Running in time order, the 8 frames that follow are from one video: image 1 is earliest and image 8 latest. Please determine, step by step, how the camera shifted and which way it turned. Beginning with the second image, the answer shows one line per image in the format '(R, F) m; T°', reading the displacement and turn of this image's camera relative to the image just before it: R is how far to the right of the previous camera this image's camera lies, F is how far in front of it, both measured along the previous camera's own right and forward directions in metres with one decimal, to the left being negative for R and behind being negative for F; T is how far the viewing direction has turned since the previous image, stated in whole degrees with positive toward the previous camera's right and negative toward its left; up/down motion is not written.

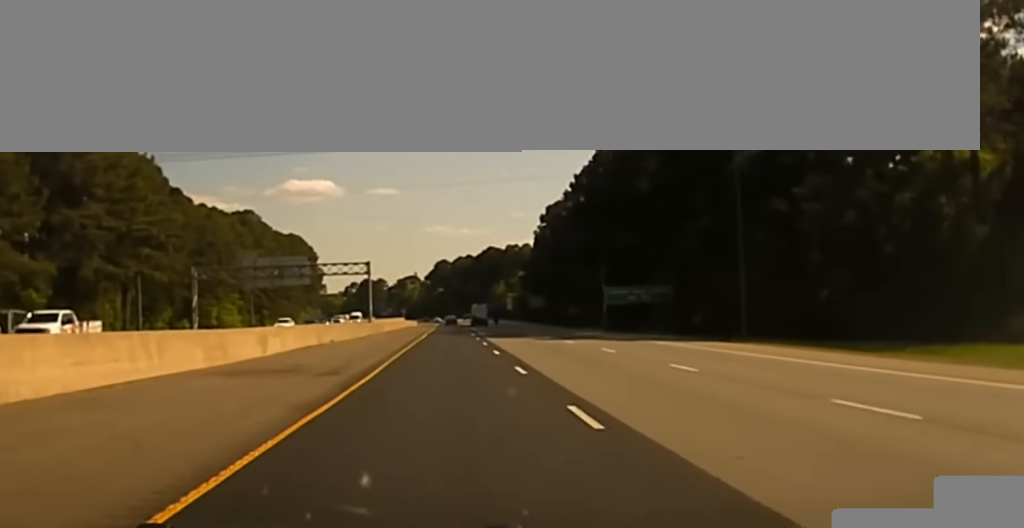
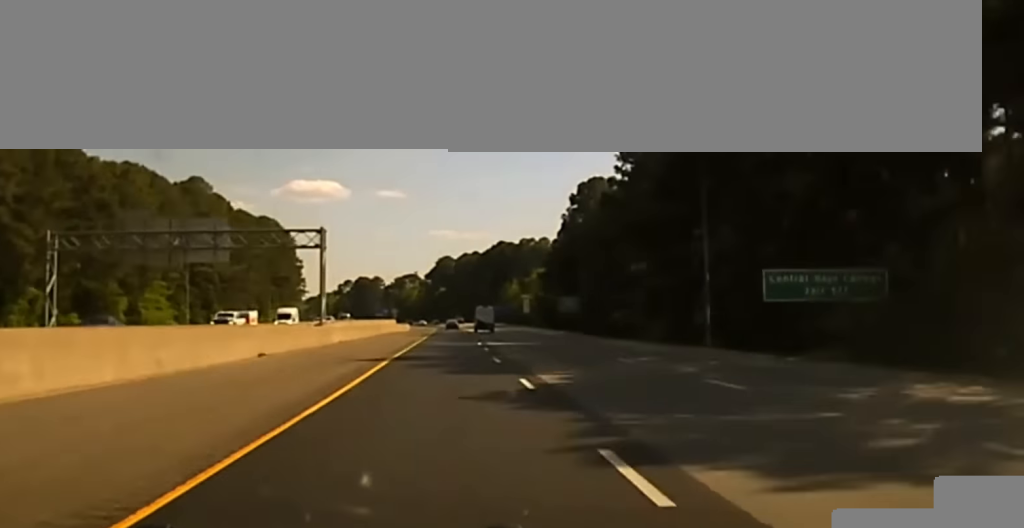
(-0.3, +58.3) m; 0°
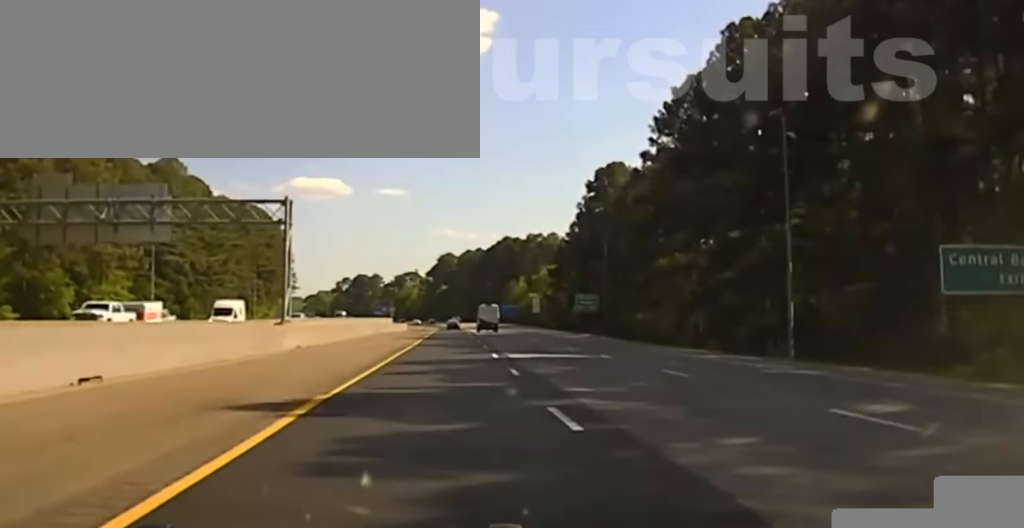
(-0.1, +23.9) m; 0°
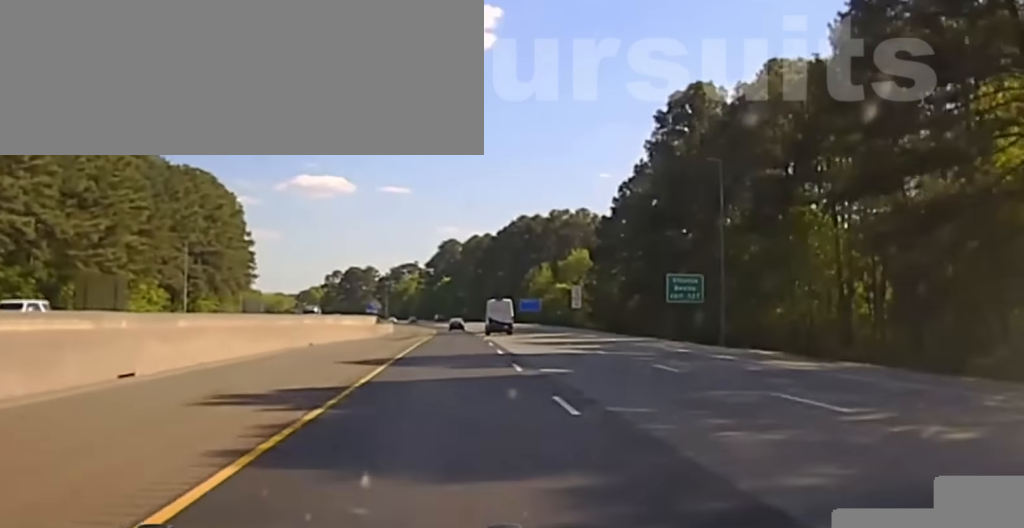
(-0.1, +55.8) m; 0°
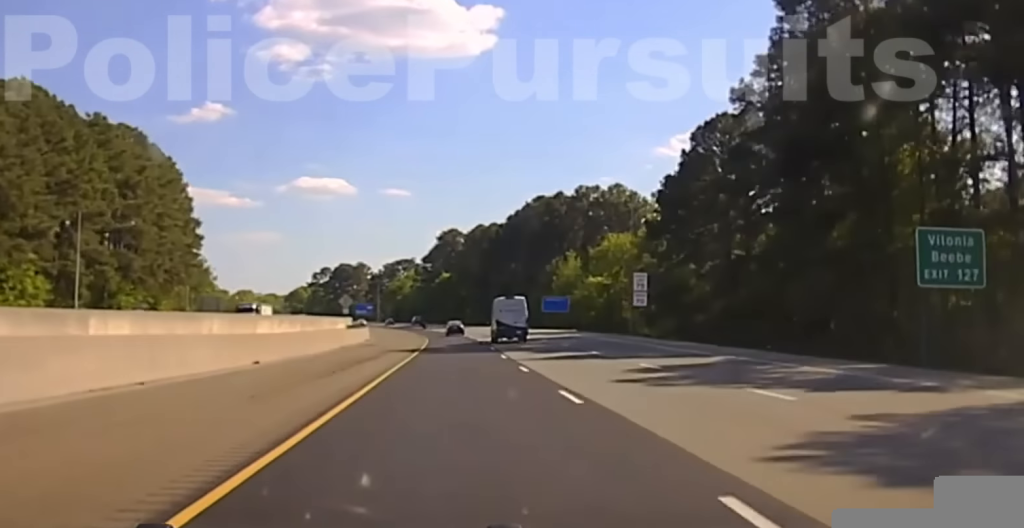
(+0.1, +44.5) m; -1°
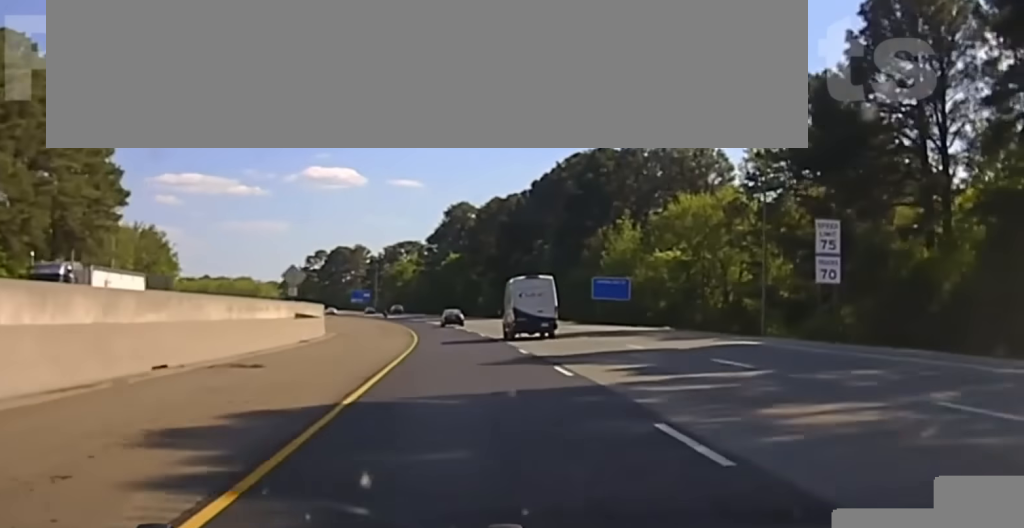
(-0.5, +43.6) m; -3°
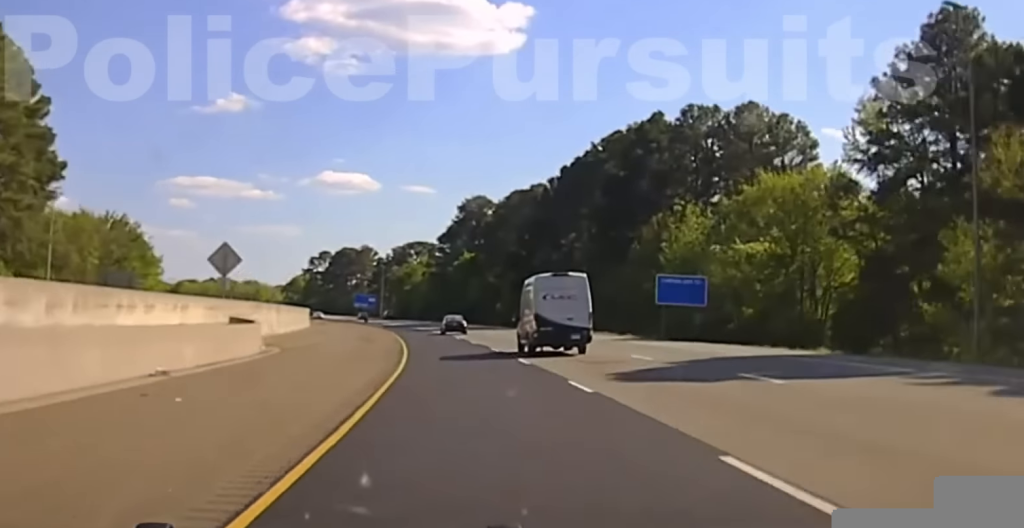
(-0.2, +24.4) m; -2°
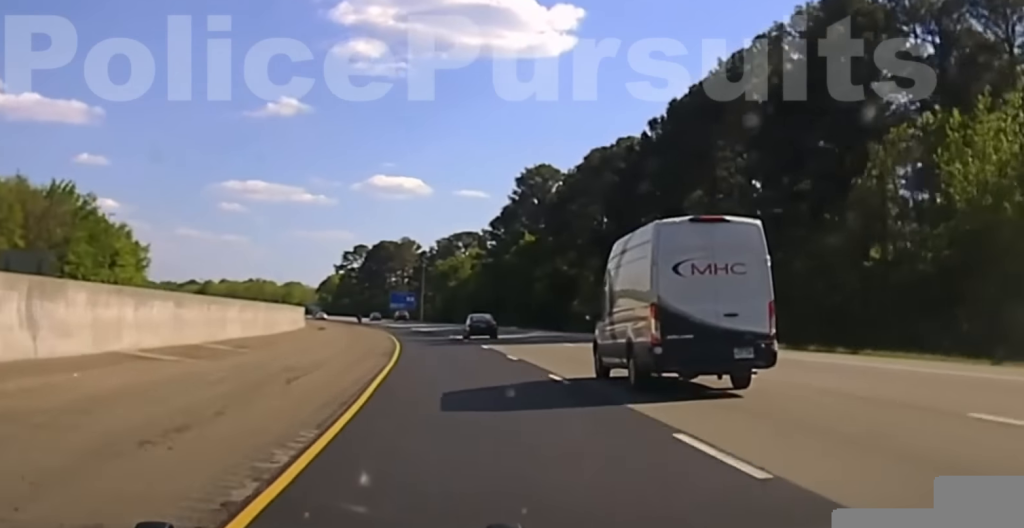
(-1.5, +44.0) m; -3°
